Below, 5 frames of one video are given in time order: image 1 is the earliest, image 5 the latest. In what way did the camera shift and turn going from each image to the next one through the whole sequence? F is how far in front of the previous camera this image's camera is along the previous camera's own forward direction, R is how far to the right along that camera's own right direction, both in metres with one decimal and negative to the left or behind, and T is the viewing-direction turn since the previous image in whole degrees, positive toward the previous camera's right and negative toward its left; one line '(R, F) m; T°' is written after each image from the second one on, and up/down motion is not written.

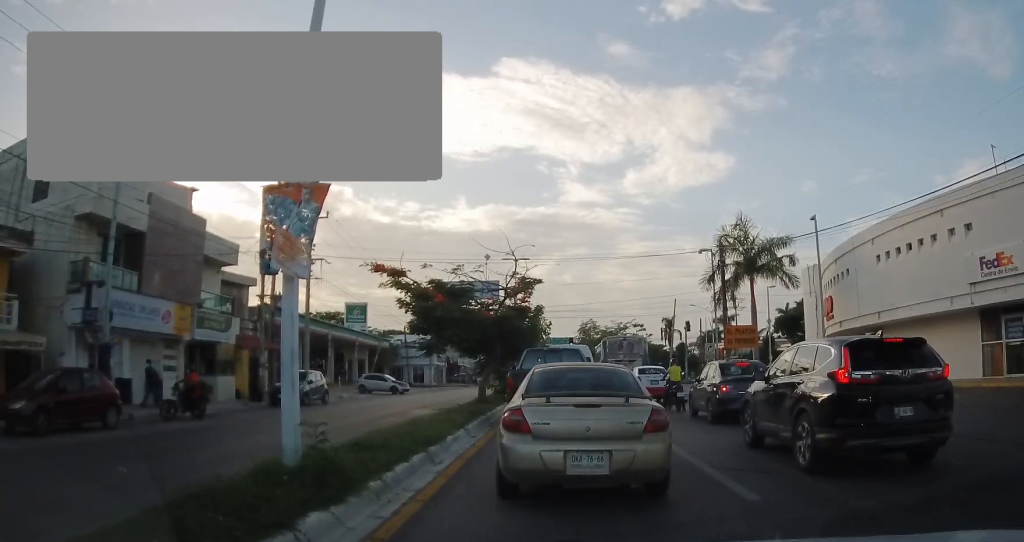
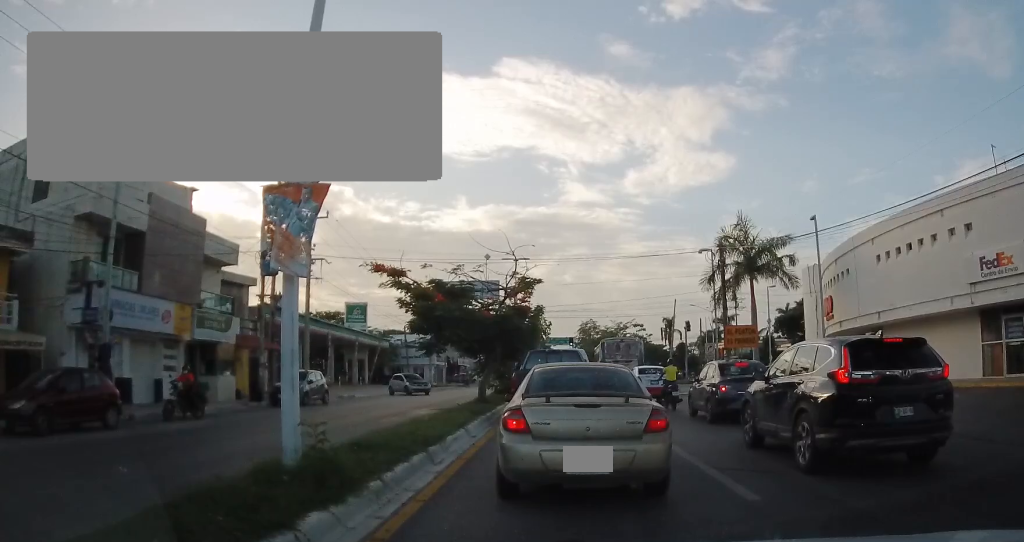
(0.0, 0.0) m; 0°
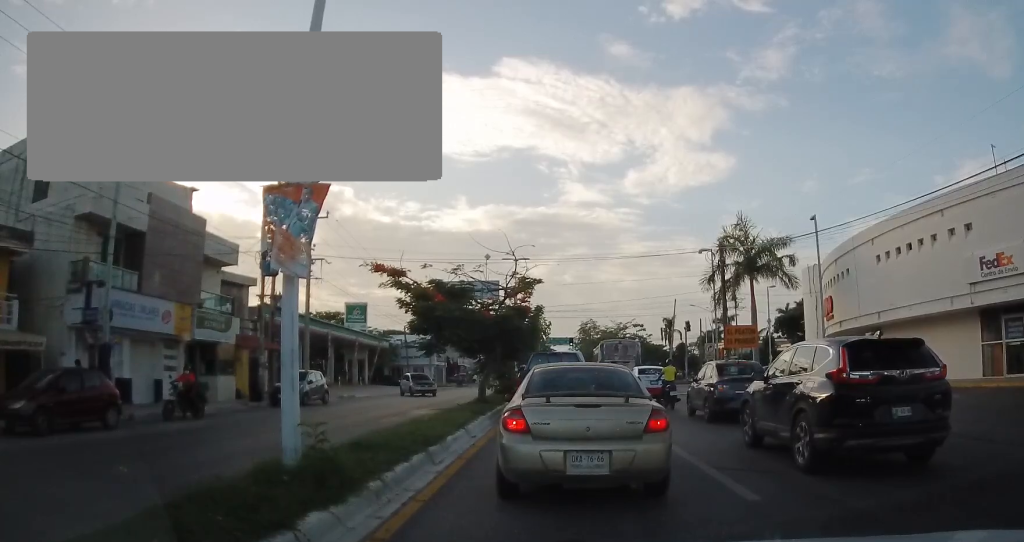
(0.0, 0.0) m; 0°
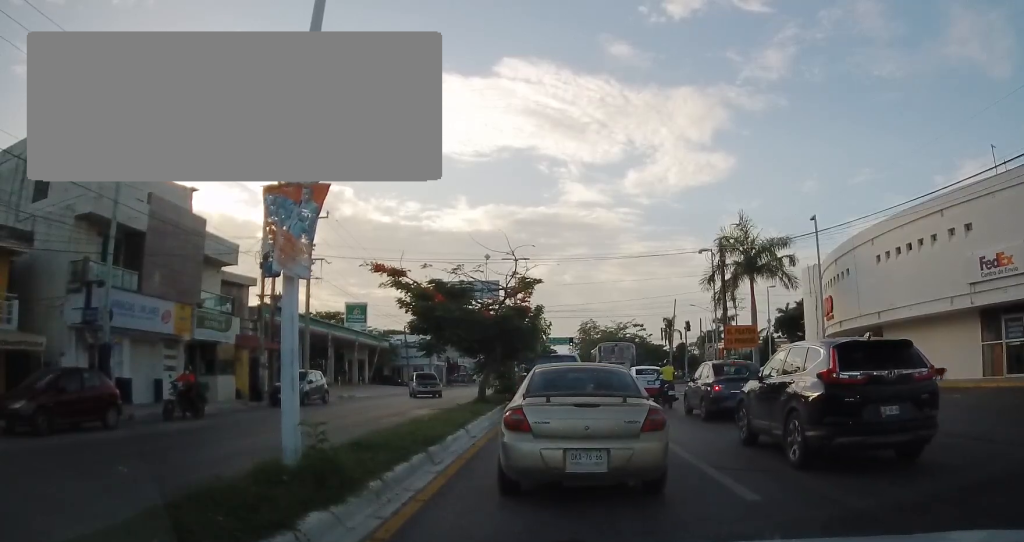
(0.0, 0.0) m; 0°
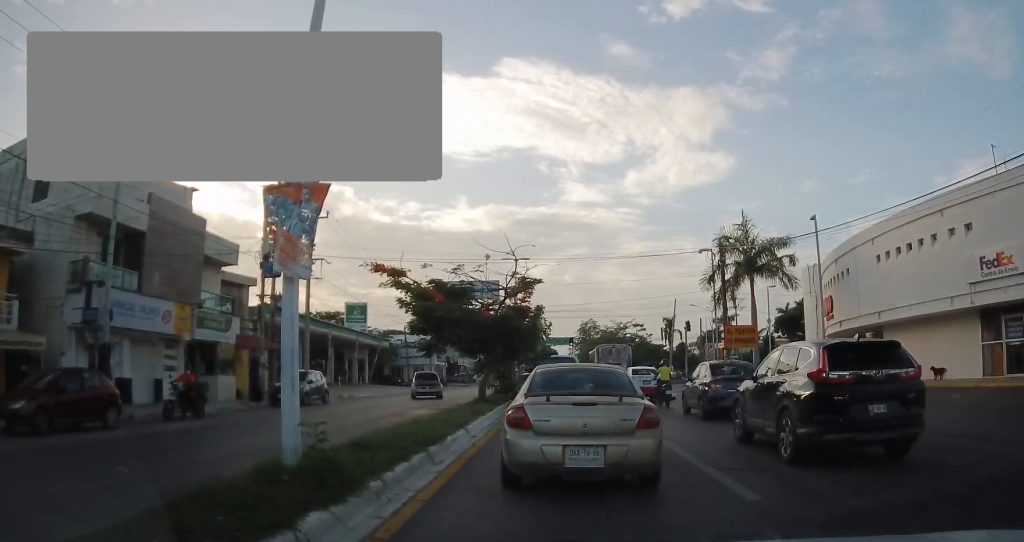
(0.0, 0.0) m; 0°
